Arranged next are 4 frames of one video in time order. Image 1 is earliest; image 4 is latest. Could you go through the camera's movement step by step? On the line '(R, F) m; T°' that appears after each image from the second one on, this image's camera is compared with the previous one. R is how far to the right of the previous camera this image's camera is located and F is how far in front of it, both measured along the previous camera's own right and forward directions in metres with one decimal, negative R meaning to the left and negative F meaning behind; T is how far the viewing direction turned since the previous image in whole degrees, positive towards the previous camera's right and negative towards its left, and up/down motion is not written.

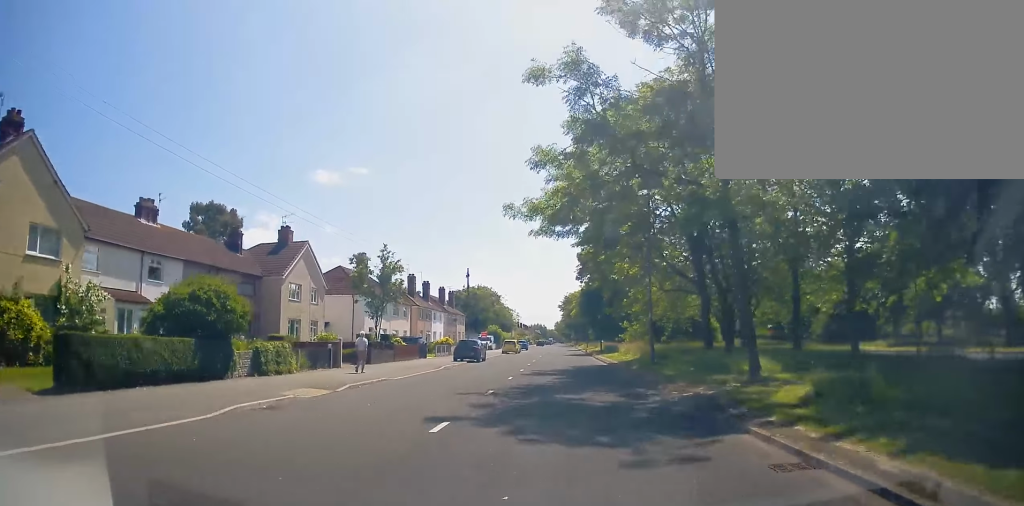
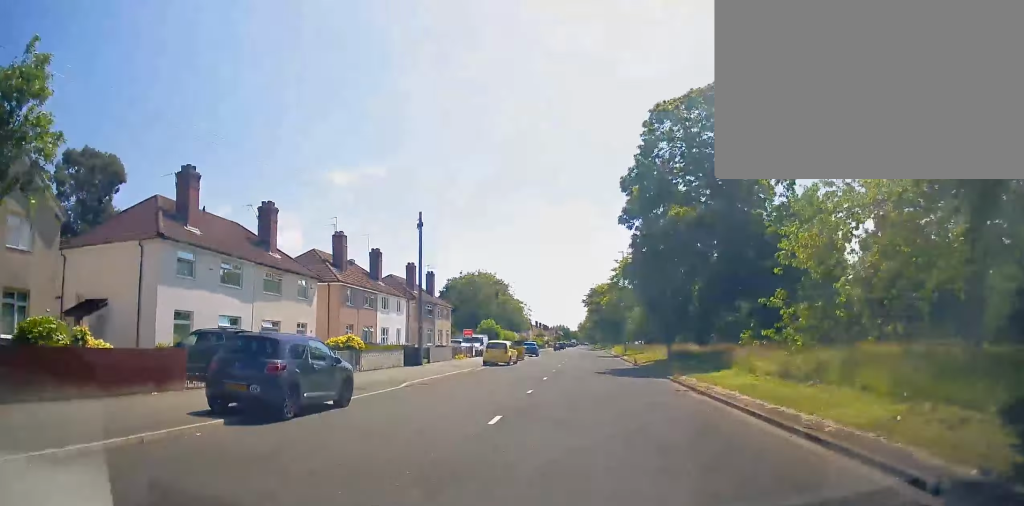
(-0.1, +28.1) m; -1°
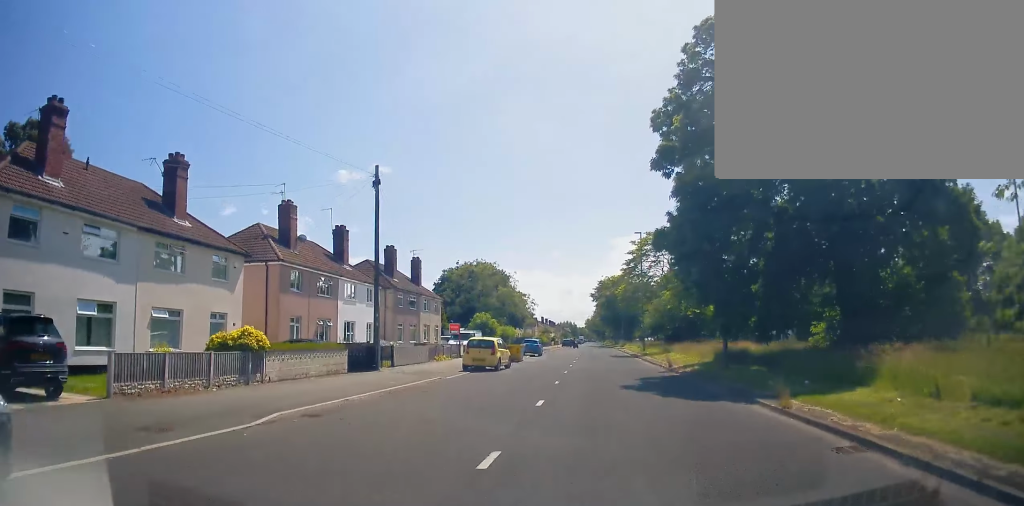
(-0.1, +9.2) m; 0°
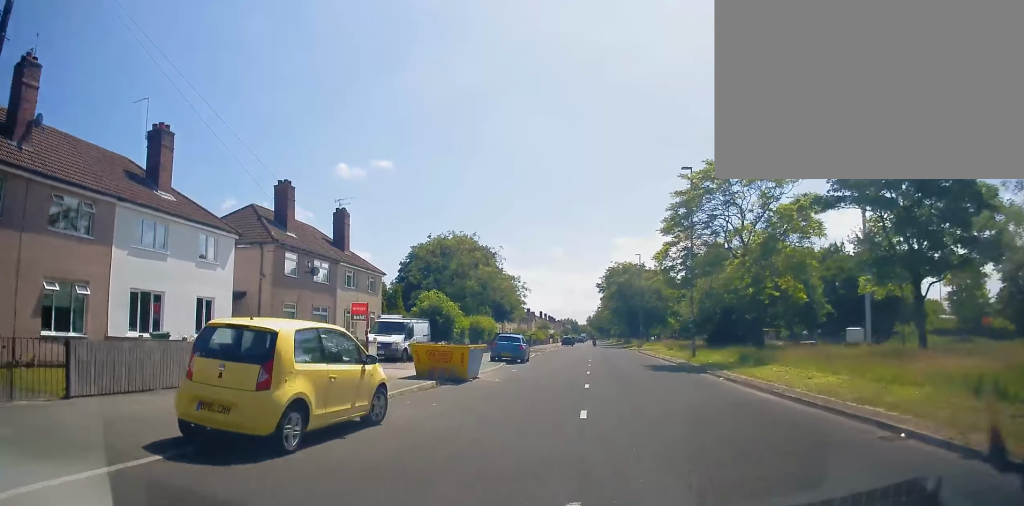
(+0.1, +20.2) m; 0°
